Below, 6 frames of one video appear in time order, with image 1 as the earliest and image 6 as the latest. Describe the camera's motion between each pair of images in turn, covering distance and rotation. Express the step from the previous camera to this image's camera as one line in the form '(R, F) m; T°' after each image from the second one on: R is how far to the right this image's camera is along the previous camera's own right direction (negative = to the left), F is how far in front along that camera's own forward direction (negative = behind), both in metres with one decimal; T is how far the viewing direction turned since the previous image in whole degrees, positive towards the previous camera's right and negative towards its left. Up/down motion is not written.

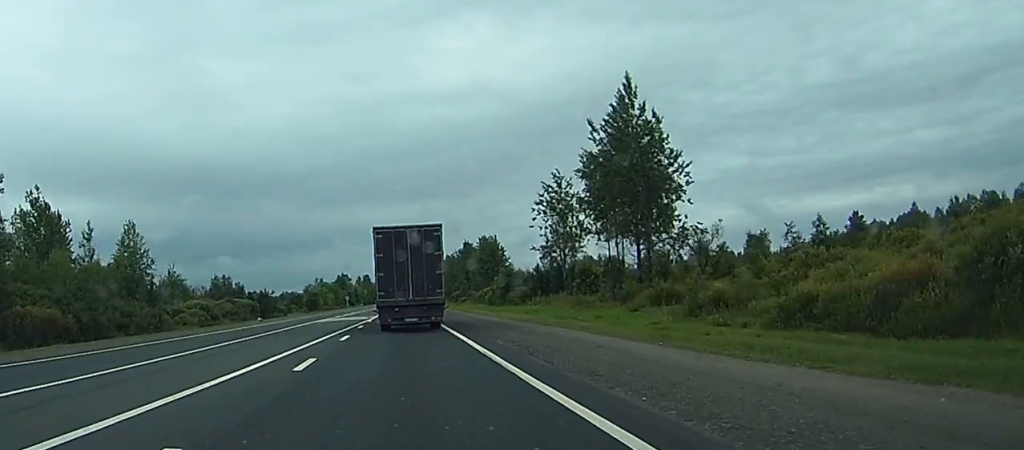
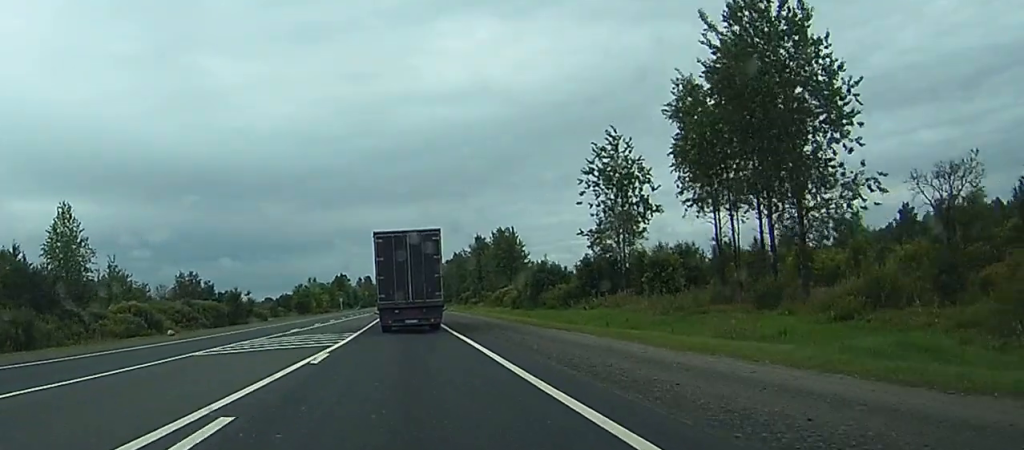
(0.0, +34.1) m; 0°
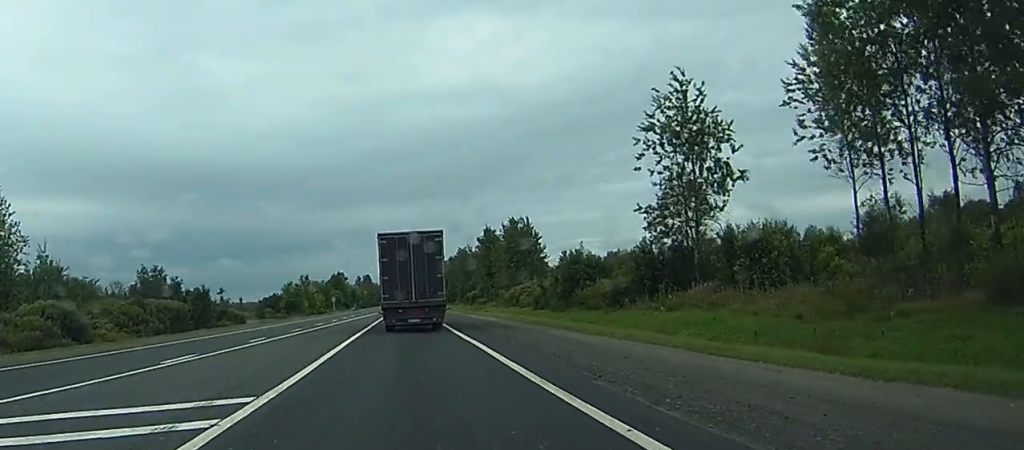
(-0.1, +24.7) m; 0°
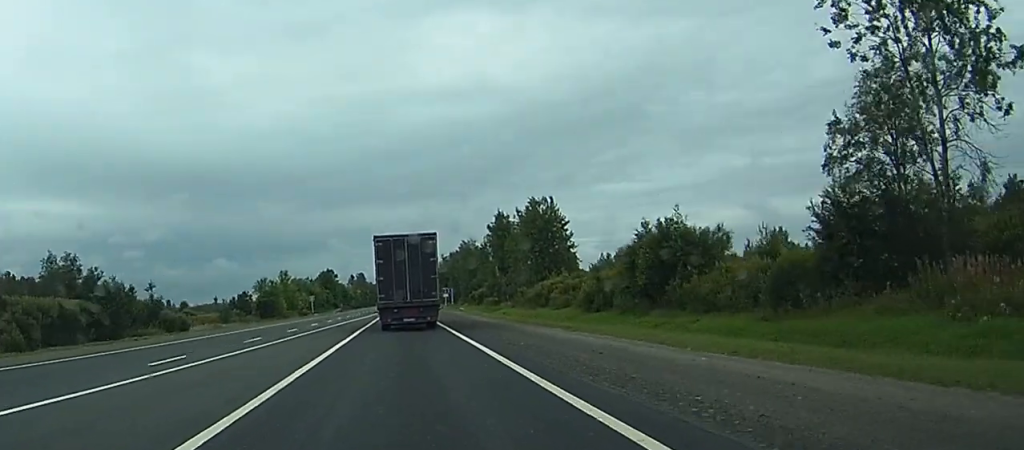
(+0.1, +36.5) m; 0°
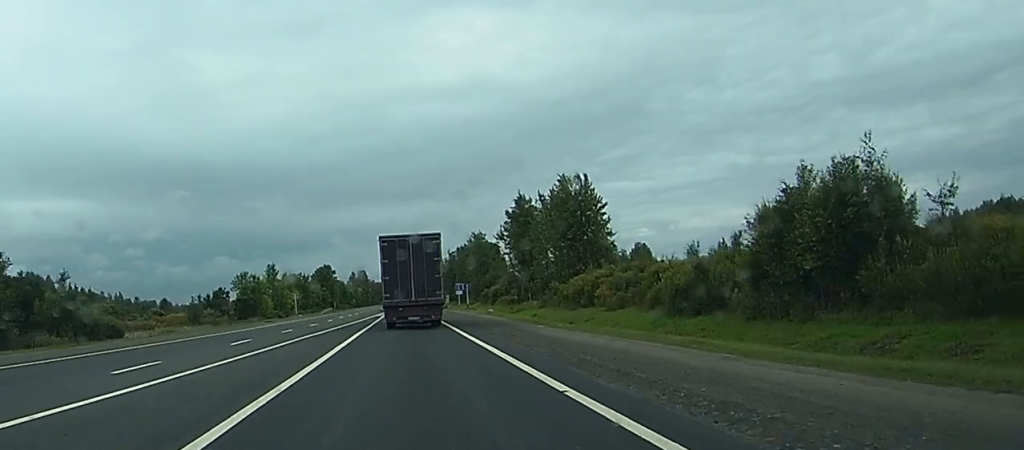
(0.0, +27.2) m; 0°
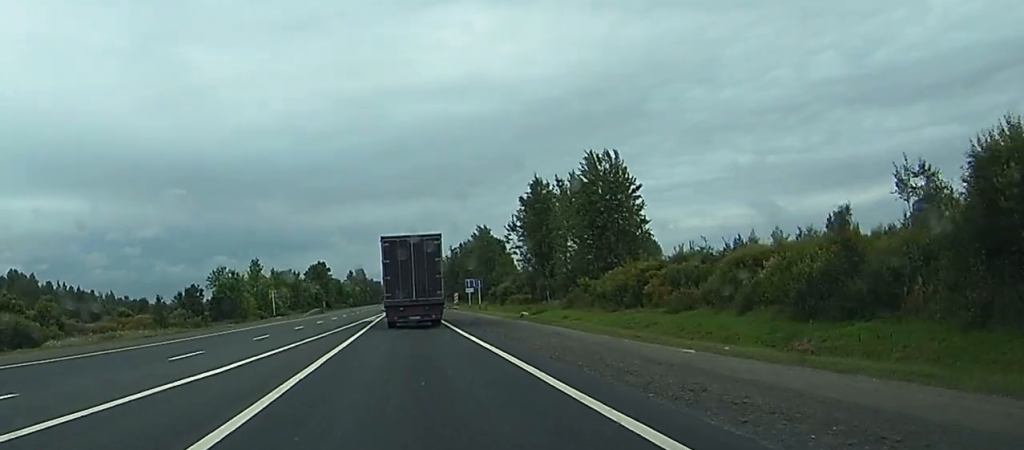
(0.0, +19.9) m; 0°
